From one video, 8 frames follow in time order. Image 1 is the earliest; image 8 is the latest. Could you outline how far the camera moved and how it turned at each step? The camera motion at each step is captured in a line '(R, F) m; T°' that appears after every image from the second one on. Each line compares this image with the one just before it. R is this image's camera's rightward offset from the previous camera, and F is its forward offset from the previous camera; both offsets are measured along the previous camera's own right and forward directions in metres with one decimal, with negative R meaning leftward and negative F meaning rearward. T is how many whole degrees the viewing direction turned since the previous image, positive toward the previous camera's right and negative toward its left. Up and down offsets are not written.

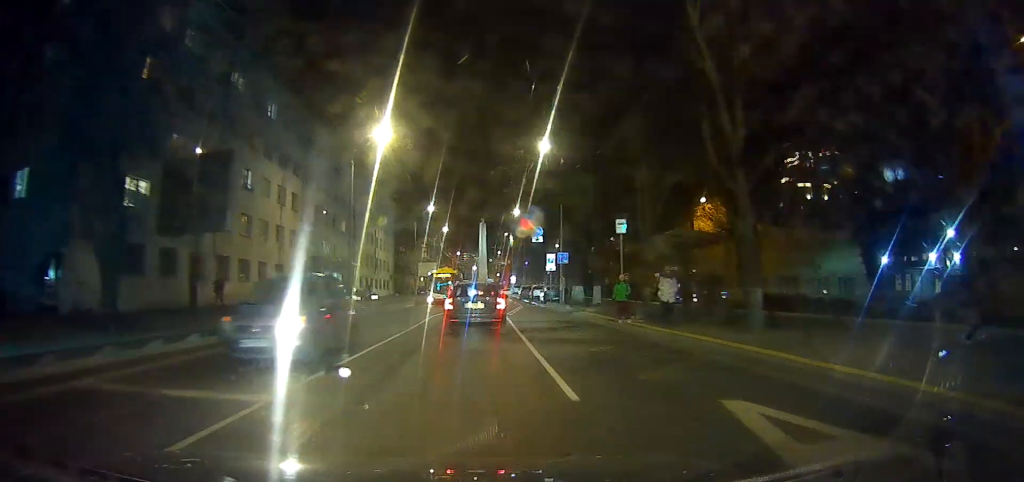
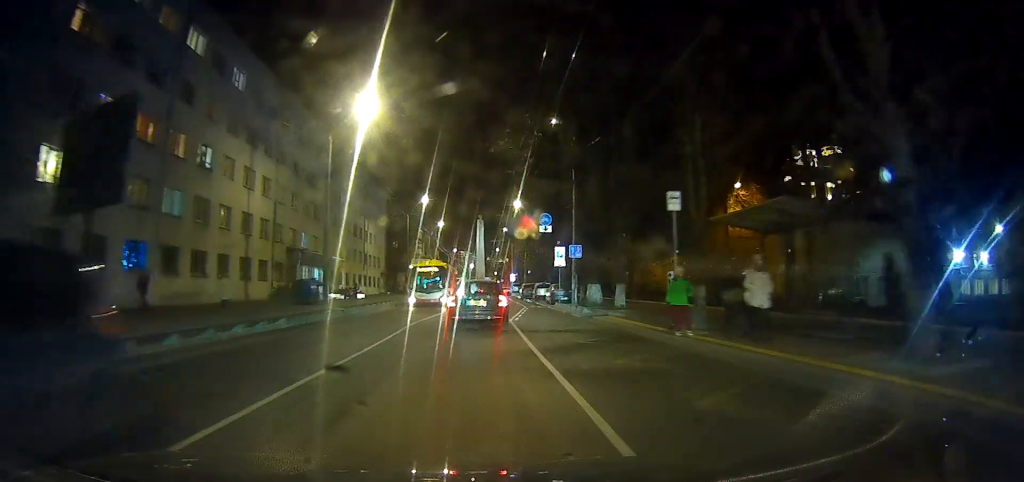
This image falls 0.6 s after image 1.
(0.0, +6.0) m; 0°
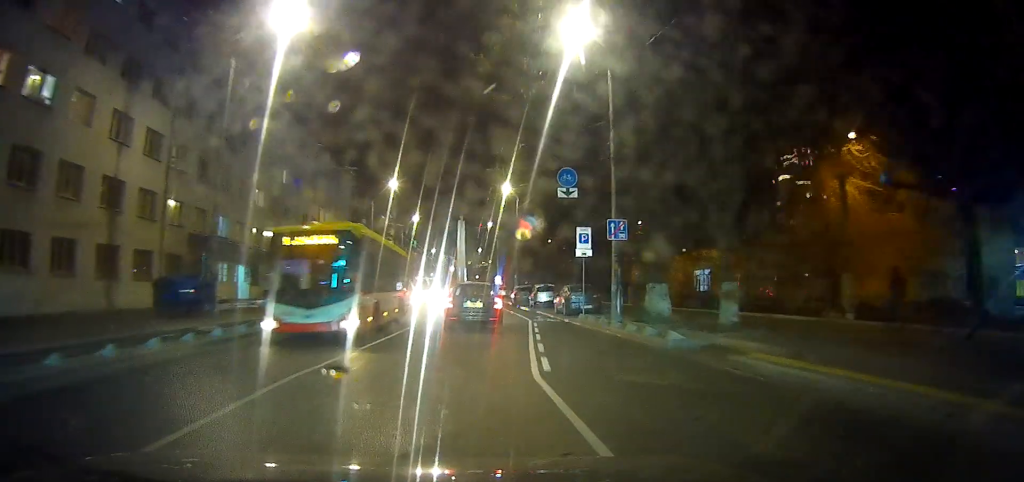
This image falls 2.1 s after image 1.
(+0.1, +13.7) m; 0°
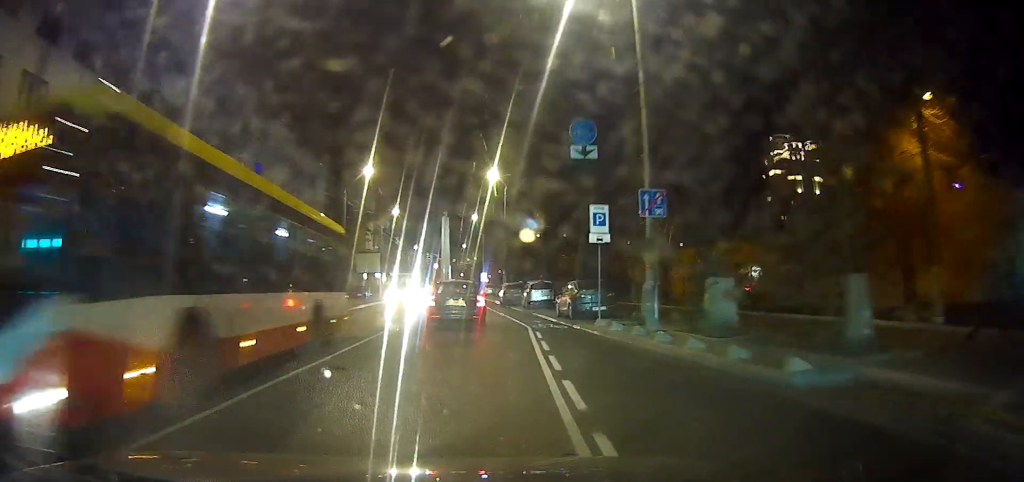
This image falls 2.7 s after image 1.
(0.0, +5.8) m; 0°
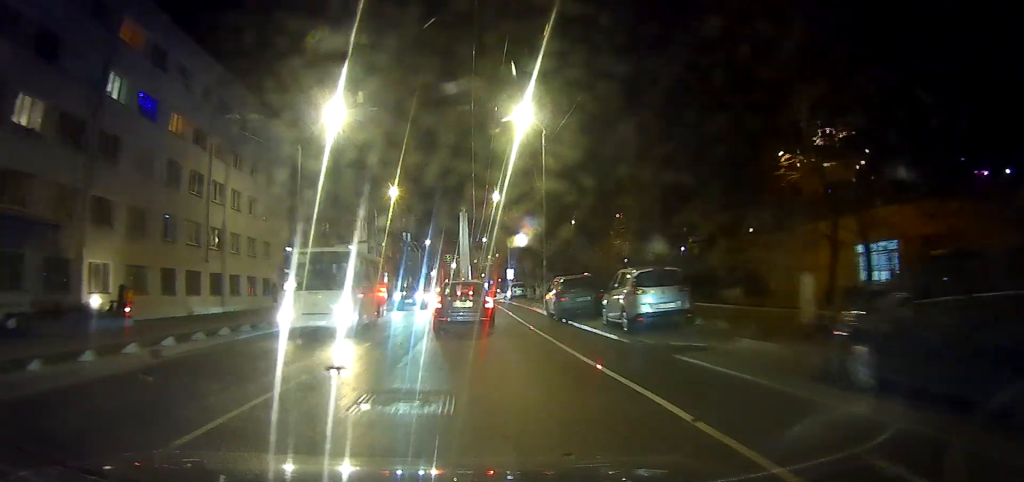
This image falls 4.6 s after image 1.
(0.0, +18.7) m; -1°
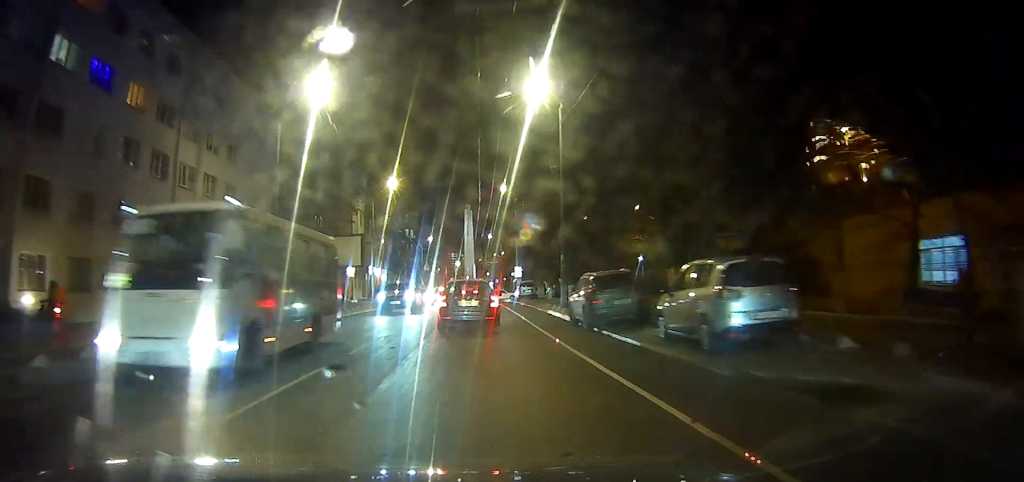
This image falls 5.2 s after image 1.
(0.0, +4.9) m; 0°
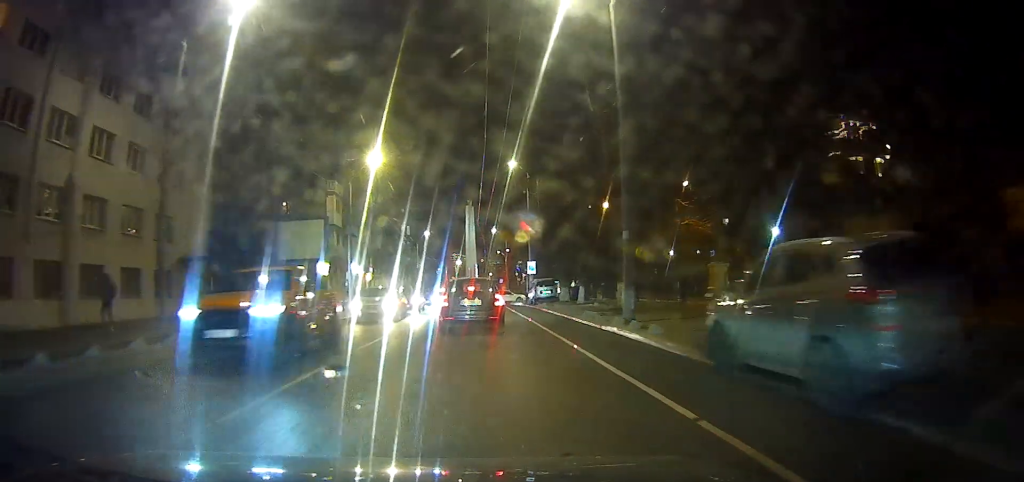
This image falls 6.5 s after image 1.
(-0.1, +11.6) m; -1°
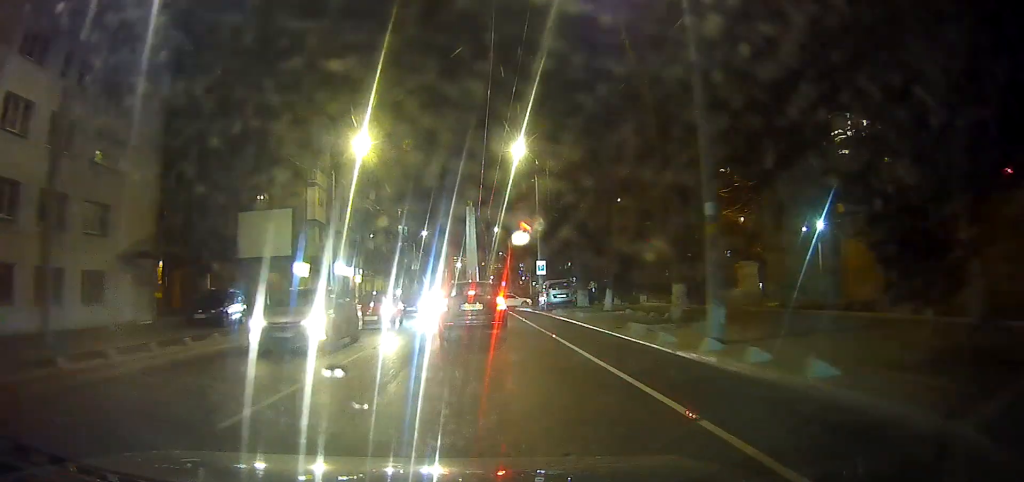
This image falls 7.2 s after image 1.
(0.0, +5.9) m; +1°
